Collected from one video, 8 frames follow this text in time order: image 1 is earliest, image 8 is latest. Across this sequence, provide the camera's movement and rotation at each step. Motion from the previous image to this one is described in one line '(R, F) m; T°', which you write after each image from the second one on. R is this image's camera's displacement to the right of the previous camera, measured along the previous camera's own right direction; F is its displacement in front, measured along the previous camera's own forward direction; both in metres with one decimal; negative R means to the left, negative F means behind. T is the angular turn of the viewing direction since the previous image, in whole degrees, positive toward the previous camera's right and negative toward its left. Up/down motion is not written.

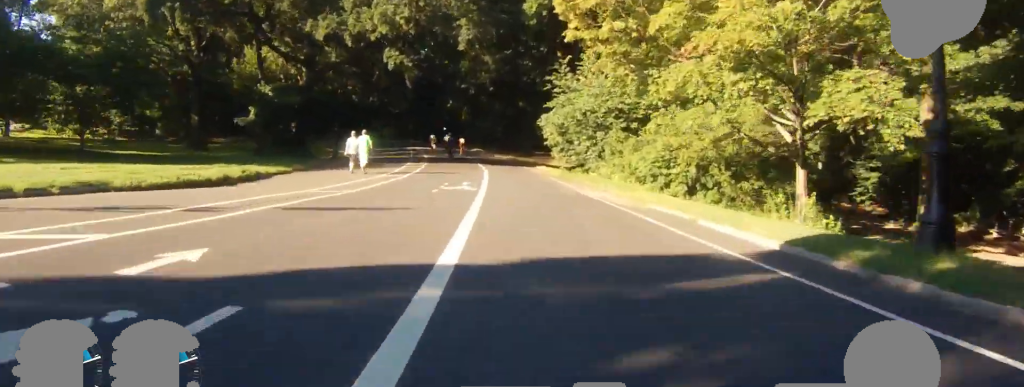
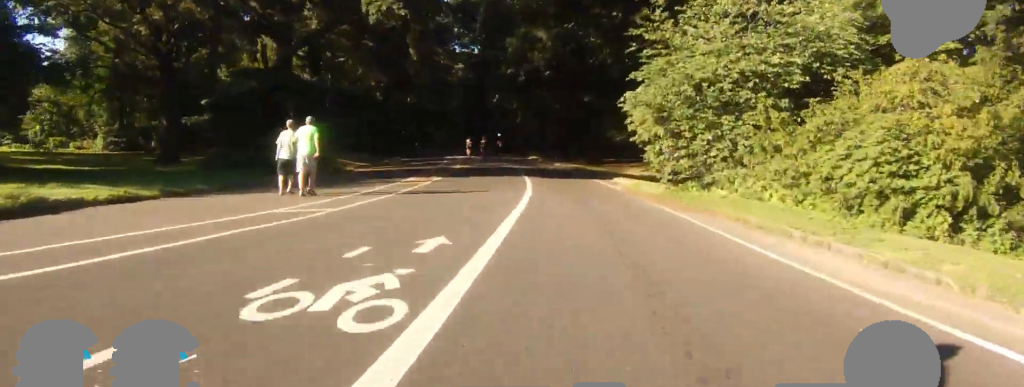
(-0.5, +12.9) m; -4°
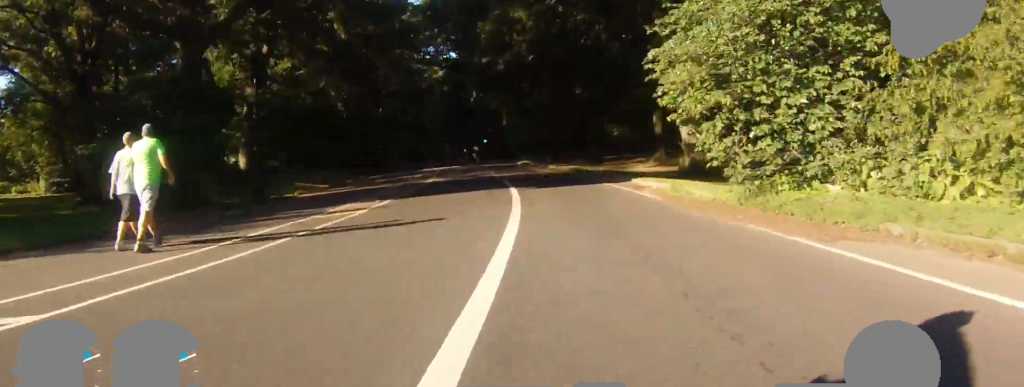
(-0.1, +6.9) m; -2°
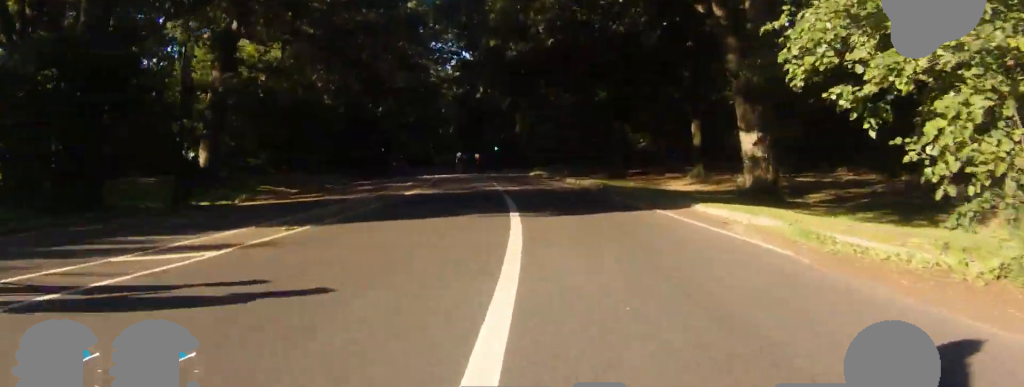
(+0.1, +6.6) m; -2°
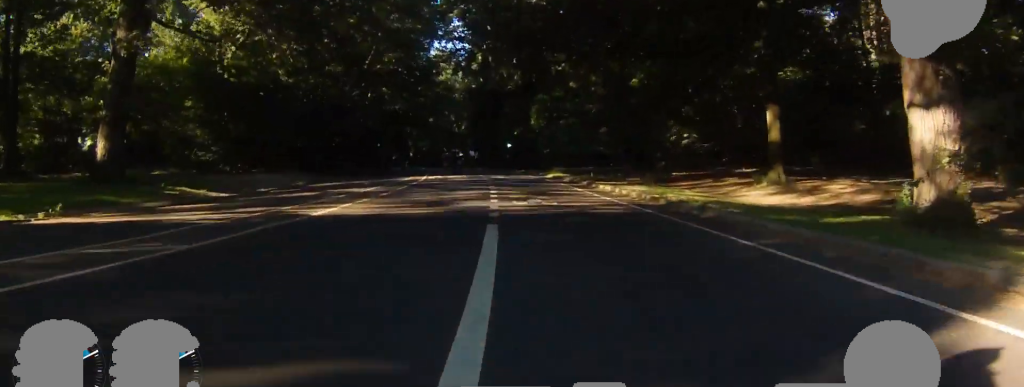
(-0.4, +9.9) m; -6°
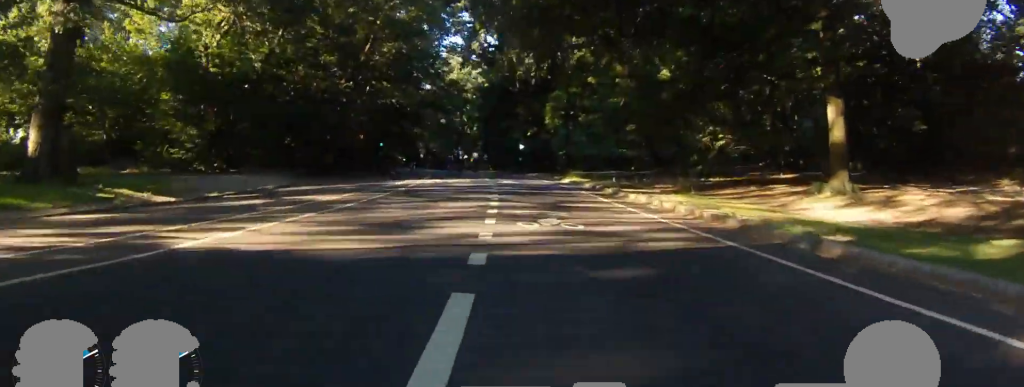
(-0.2, +4.6) m; -2°
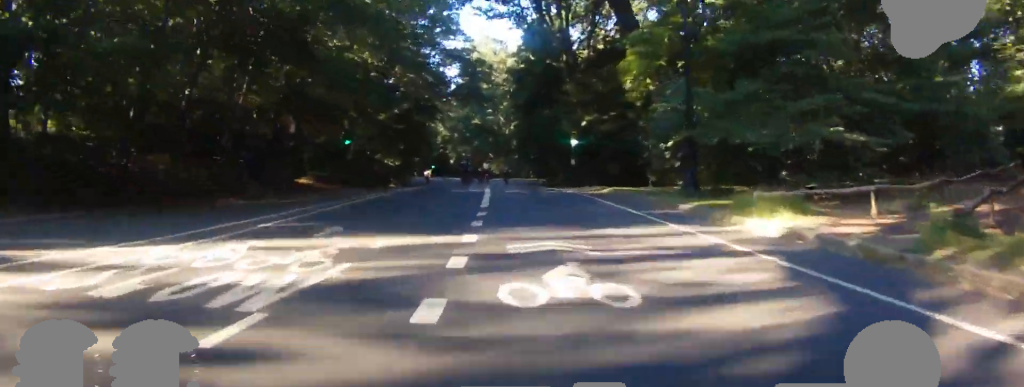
(-1.5, +22.5) m; -4°
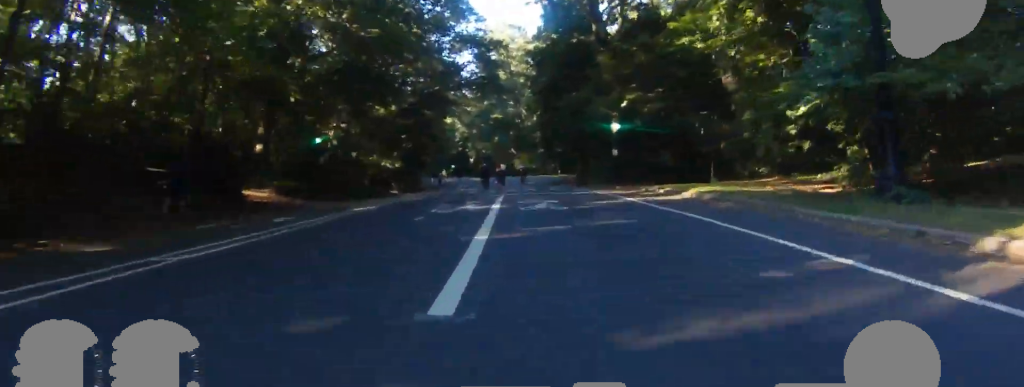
(0.0, +8.6) m; 0°
